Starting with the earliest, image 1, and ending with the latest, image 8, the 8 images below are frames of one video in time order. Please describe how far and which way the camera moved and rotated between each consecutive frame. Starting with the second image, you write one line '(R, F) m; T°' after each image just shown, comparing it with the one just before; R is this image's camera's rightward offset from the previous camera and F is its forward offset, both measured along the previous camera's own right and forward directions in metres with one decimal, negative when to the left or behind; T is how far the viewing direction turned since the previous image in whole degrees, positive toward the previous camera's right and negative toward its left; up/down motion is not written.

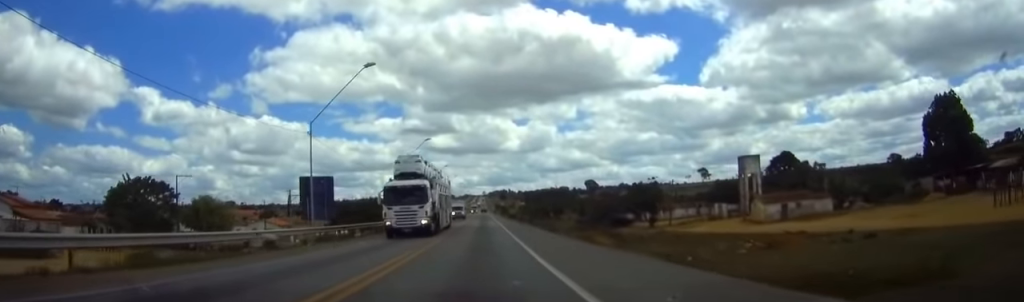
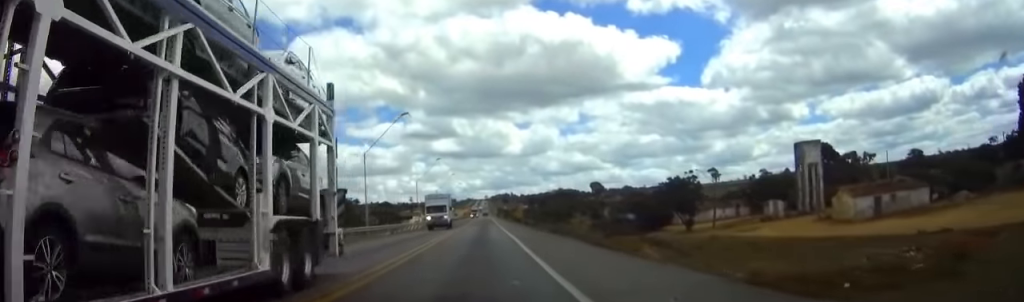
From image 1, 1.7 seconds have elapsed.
(+0.1, +21.9) m; 0°
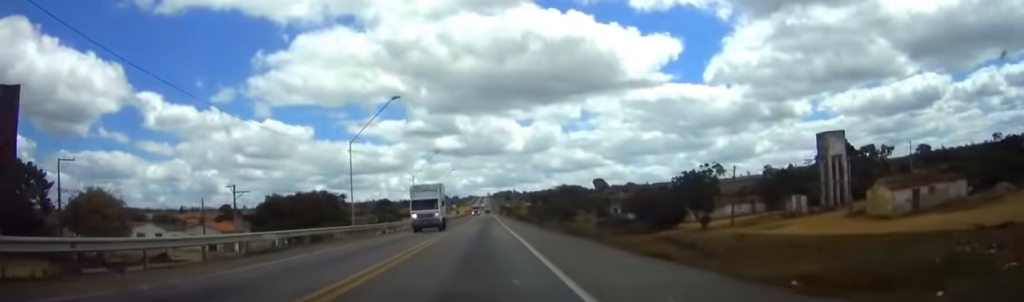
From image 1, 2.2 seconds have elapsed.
(0.0, +6.5) m; 0°
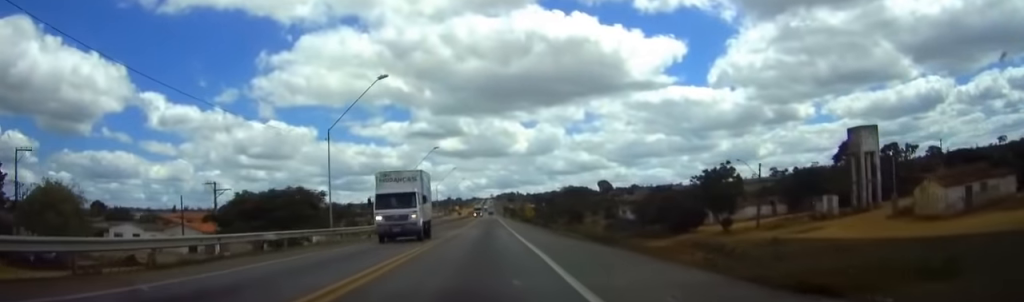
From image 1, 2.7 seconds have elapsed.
(-0.1, +7.7) m; 0°
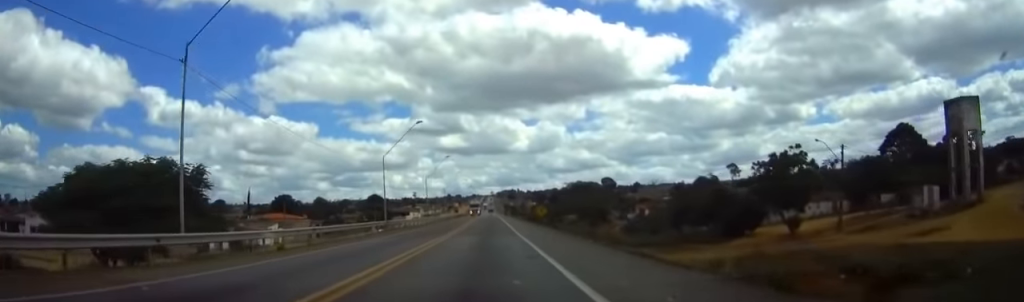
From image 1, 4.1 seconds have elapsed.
(+0.1, +20.3) m; 0°
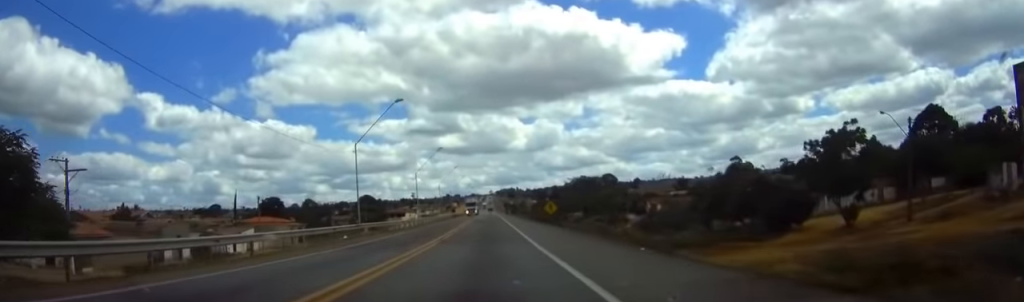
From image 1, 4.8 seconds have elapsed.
(0.0, +11.8) m; 0°
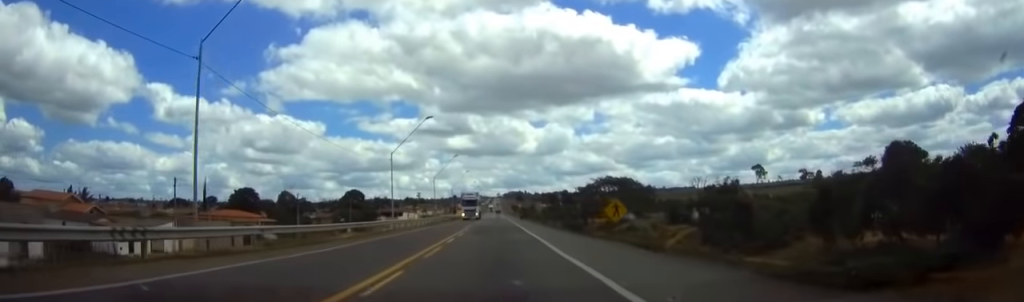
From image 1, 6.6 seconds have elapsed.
(-0.1, +29.3) m; 0°
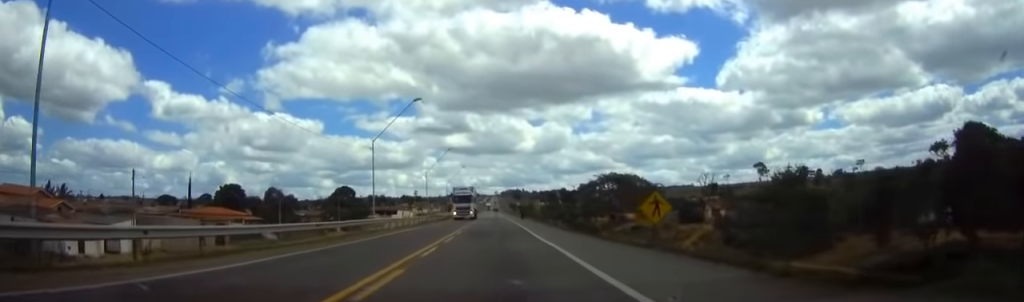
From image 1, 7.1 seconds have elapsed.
(0.0, +8.5) m; 0°
